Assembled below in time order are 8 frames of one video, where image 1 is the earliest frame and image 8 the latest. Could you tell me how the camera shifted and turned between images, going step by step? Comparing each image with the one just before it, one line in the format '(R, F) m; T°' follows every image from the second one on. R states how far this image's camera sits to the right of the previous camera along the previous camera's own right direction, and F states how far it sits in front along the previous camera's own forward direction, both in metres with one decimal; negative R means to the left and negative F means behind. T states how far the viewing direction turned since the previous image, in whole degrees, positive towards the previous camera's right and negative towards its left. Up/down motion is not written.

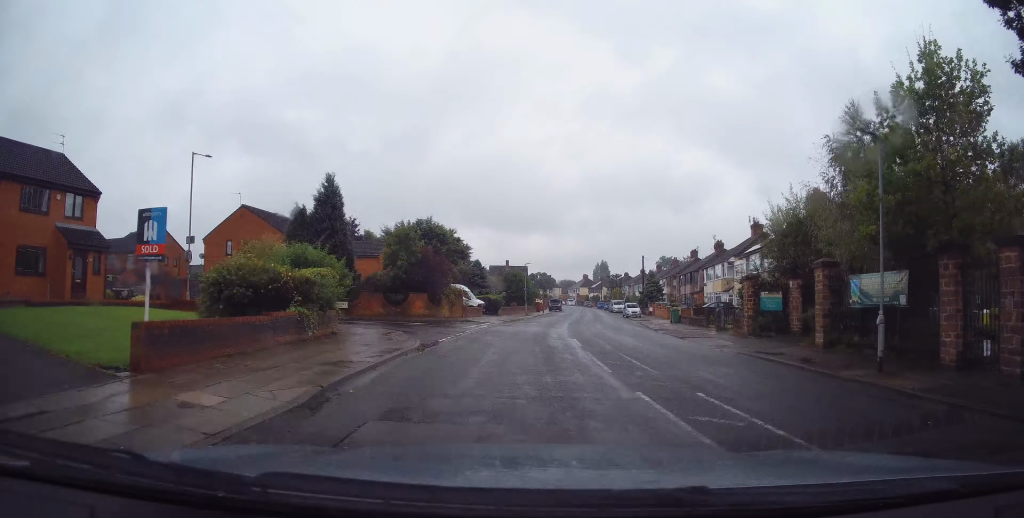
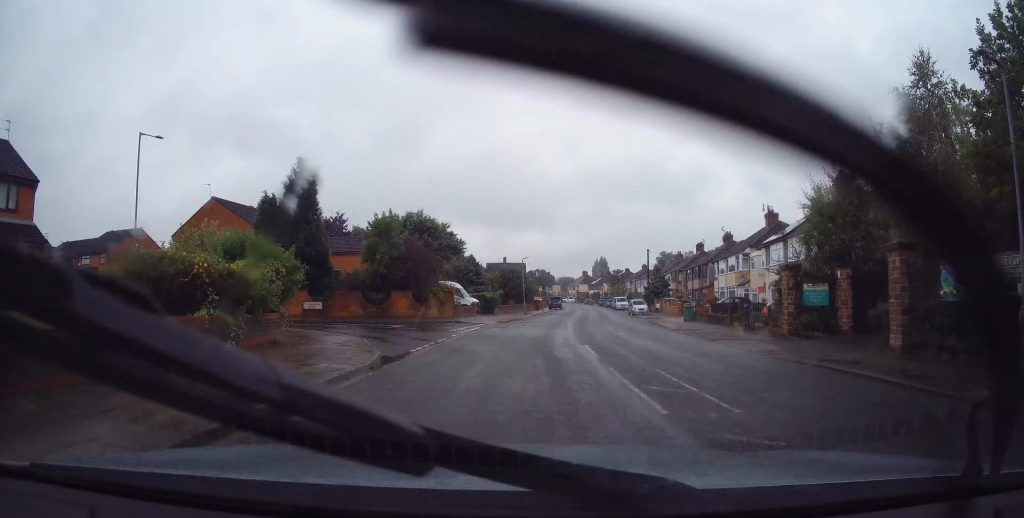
(0.0, +4.0) m; 0°
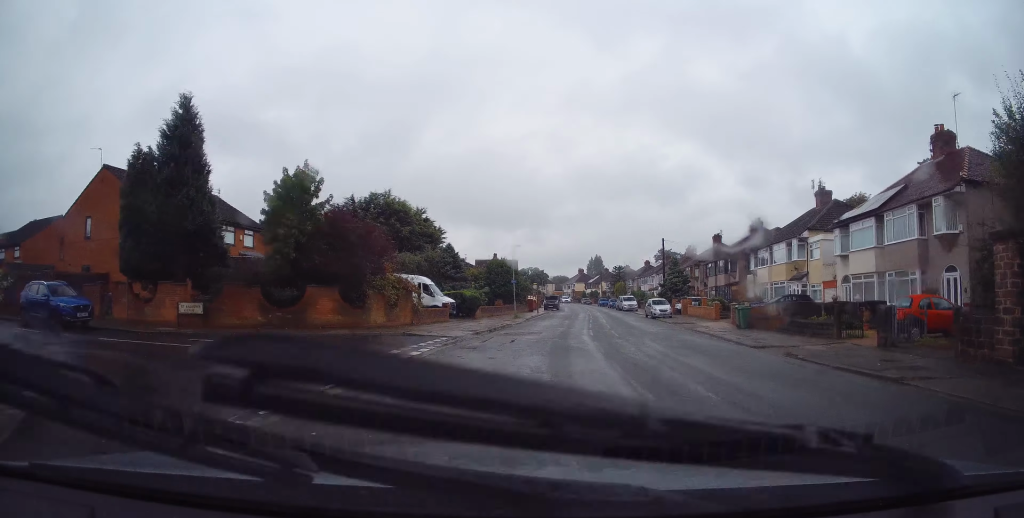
(0.0, +11.0) m; +3°
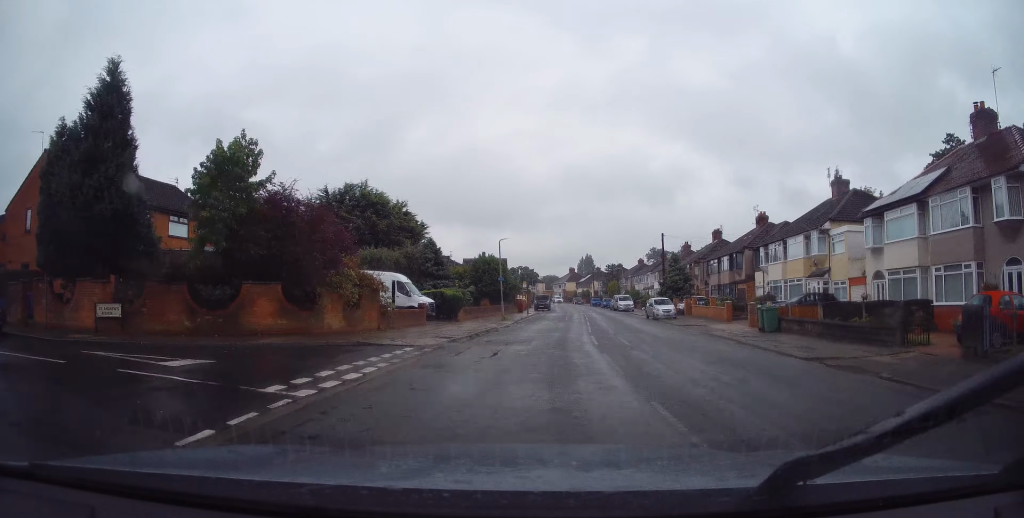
(+0.2, +4.0) m; +2°
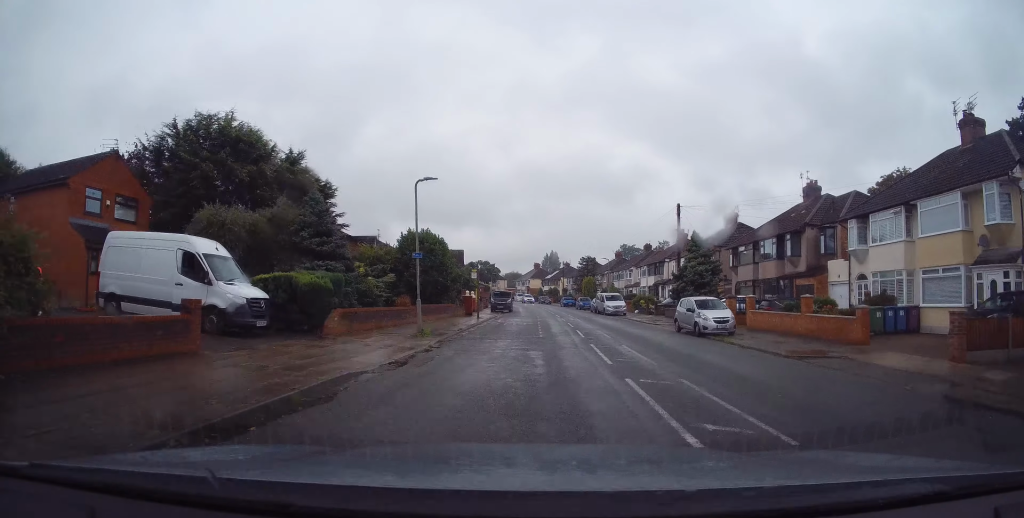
(+0.6, +16.9) m; +4°
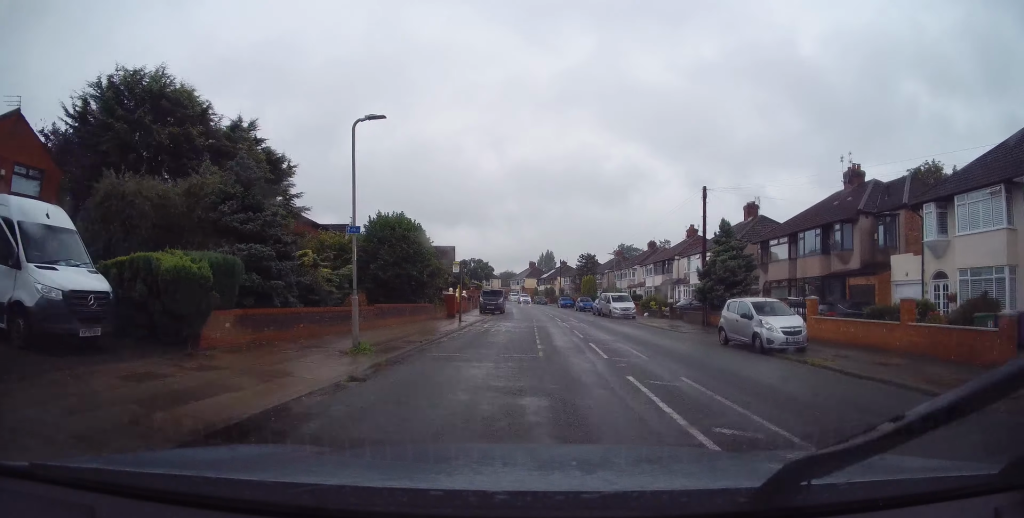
(0.0, +6.4) m; 0°
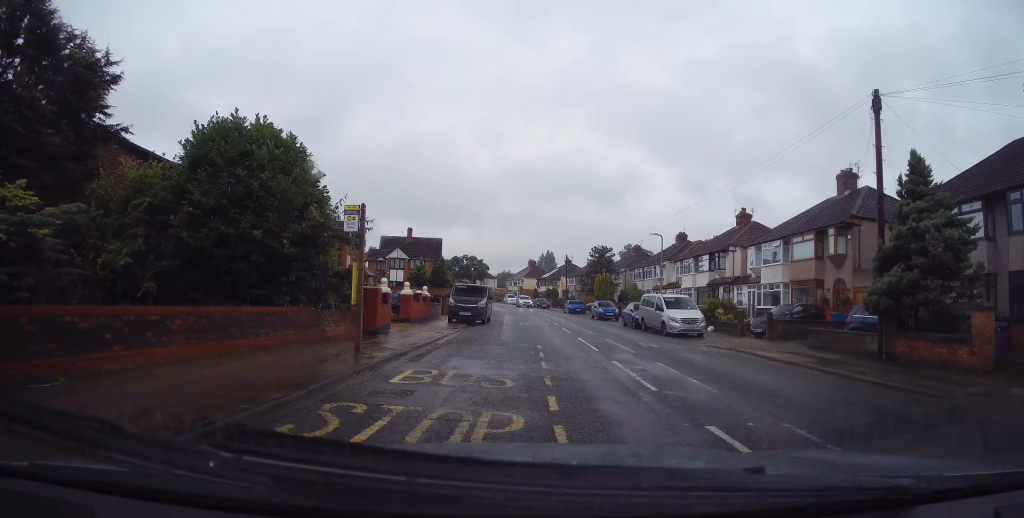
(-0.3, +16.4) m; -1°
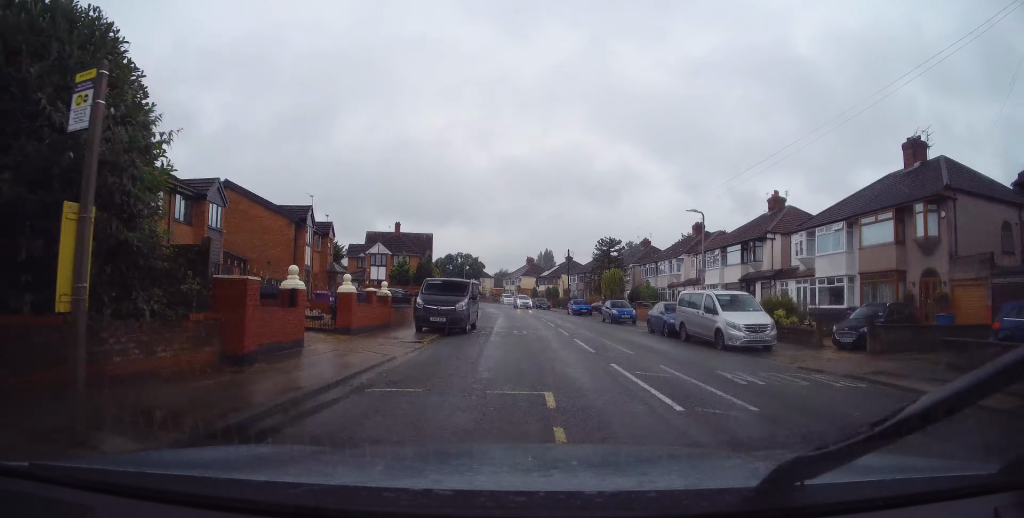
(-0.1, +7.4) m; +2°
